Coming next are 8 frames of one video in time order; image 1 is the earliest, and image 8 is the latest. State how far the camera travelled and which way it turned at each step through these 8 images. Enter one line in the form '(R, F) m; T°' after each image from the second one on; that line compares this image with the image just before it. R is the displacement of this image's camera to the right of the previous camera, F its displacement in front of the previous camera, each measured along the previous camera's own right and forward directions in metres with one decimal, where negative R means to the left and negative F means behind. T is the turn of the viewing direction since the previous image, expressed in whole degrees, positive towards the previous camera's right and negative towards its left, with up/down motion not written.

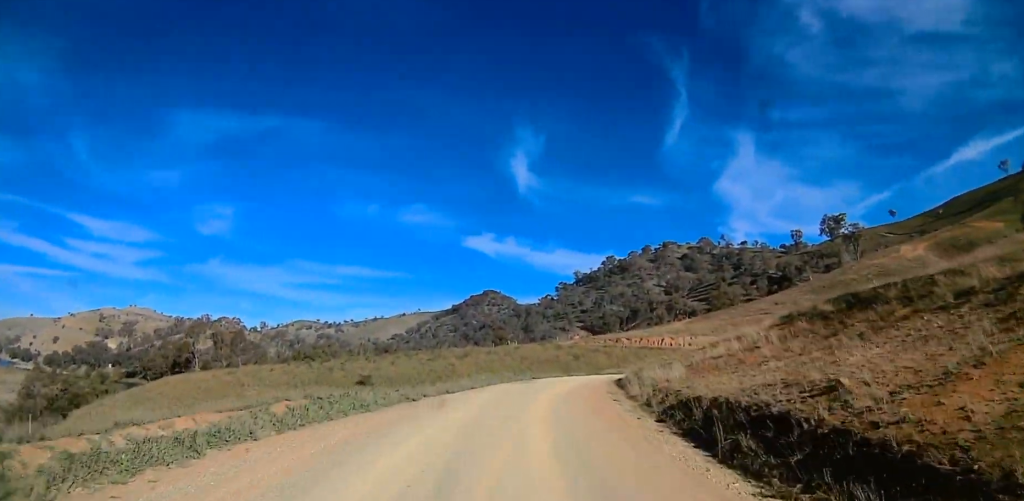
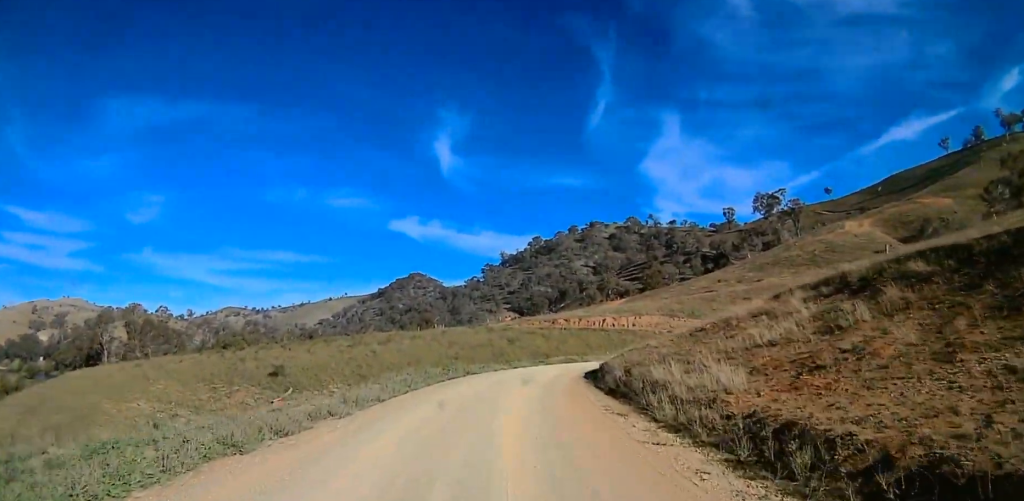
(+0.9, +11.4) m; +9°
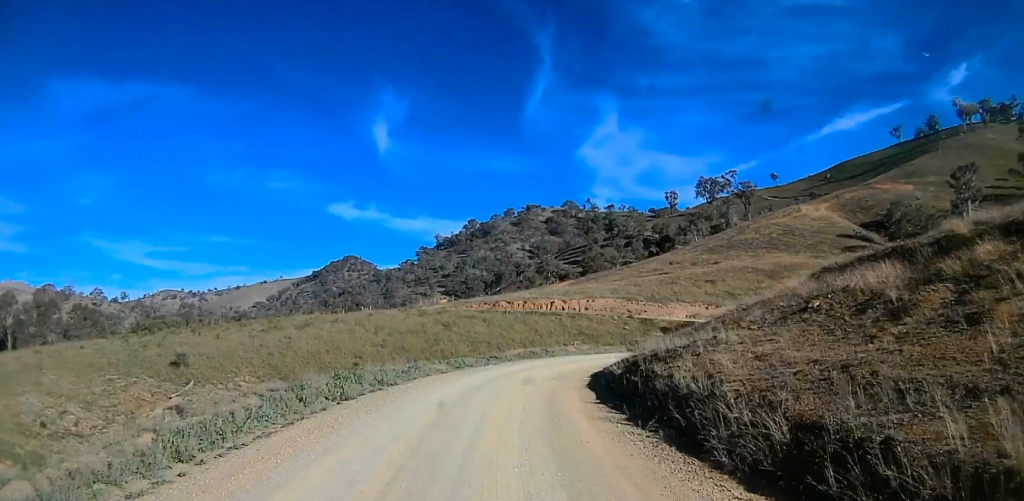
(+1.1, +13.2) m; +6°
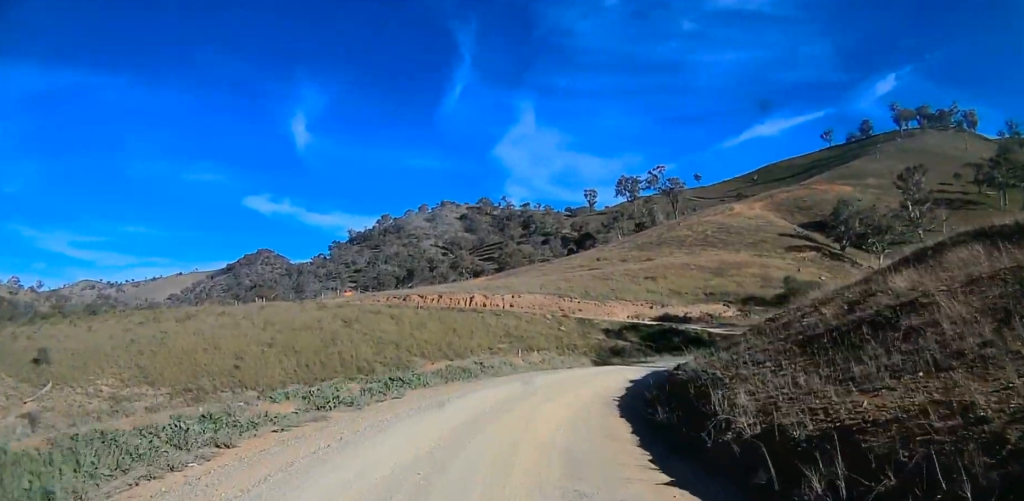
(+0.4, +14.4) m; +6°
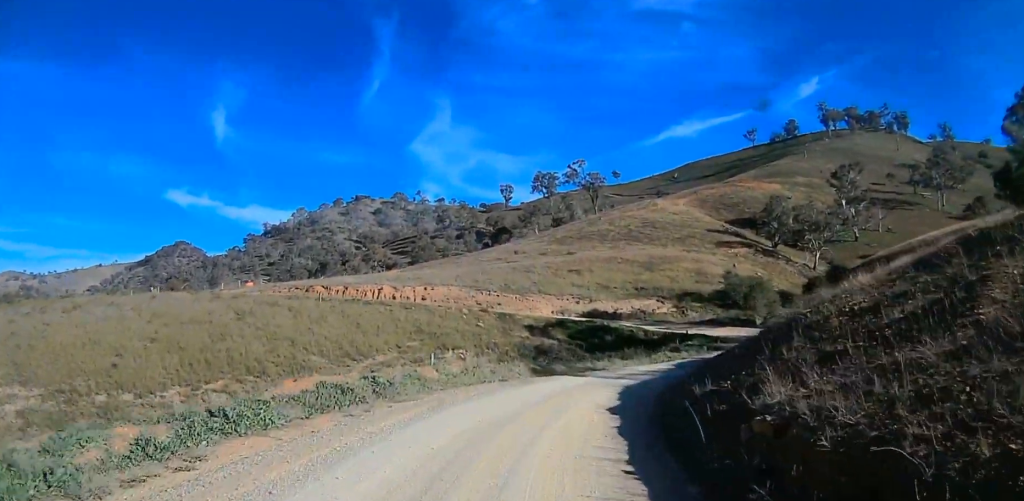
(+0.5, +8.6) m; +8°
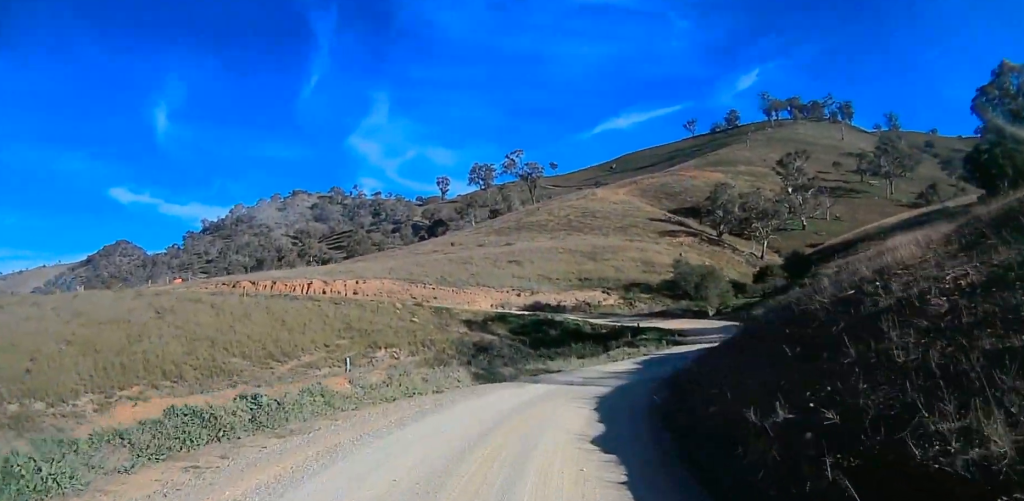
(+0.4, +5.0) m; +4°
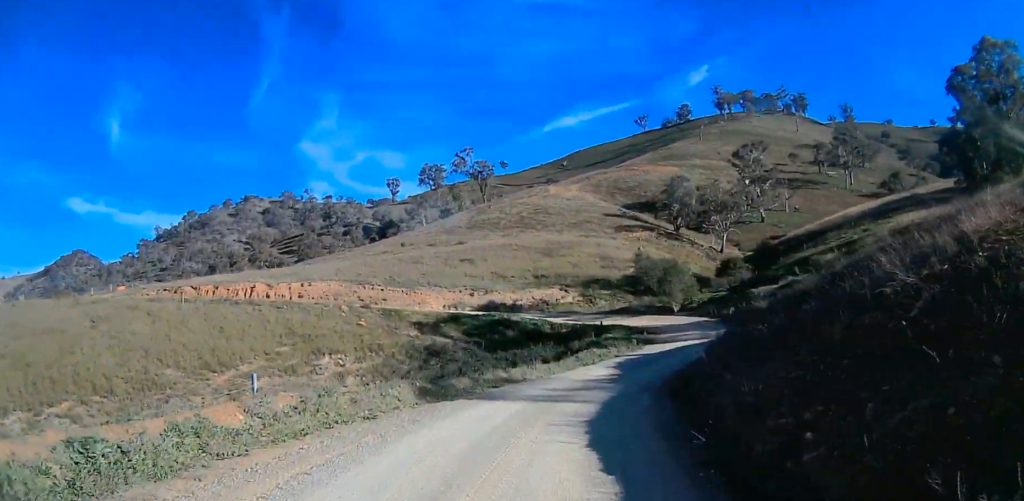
(+0.1, +4.4) m; +3°
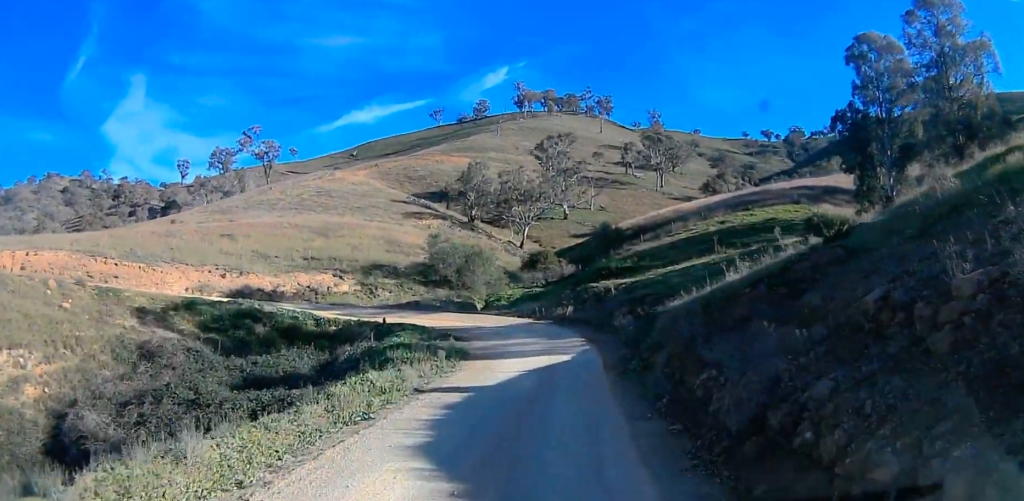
(+1.7, +17.8) m; +14°
